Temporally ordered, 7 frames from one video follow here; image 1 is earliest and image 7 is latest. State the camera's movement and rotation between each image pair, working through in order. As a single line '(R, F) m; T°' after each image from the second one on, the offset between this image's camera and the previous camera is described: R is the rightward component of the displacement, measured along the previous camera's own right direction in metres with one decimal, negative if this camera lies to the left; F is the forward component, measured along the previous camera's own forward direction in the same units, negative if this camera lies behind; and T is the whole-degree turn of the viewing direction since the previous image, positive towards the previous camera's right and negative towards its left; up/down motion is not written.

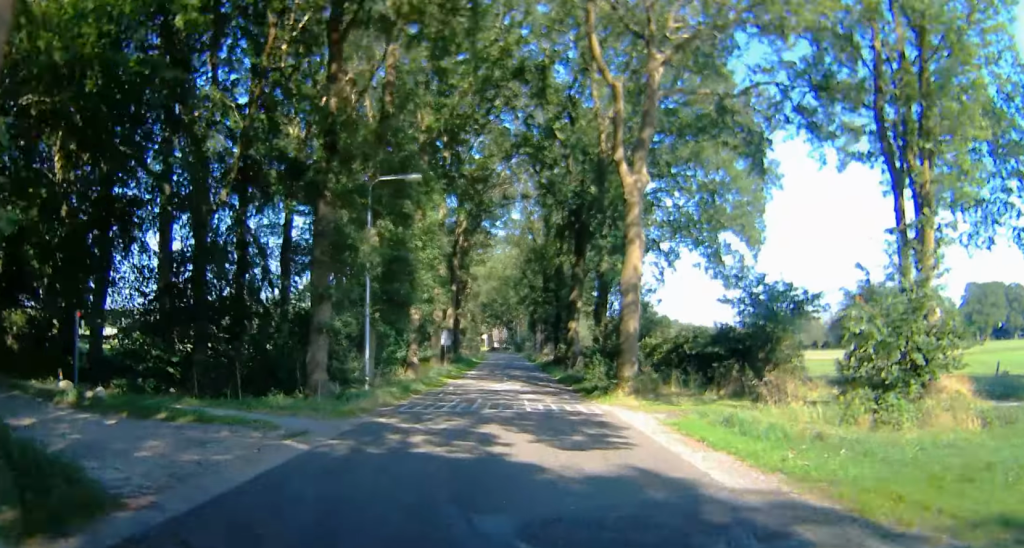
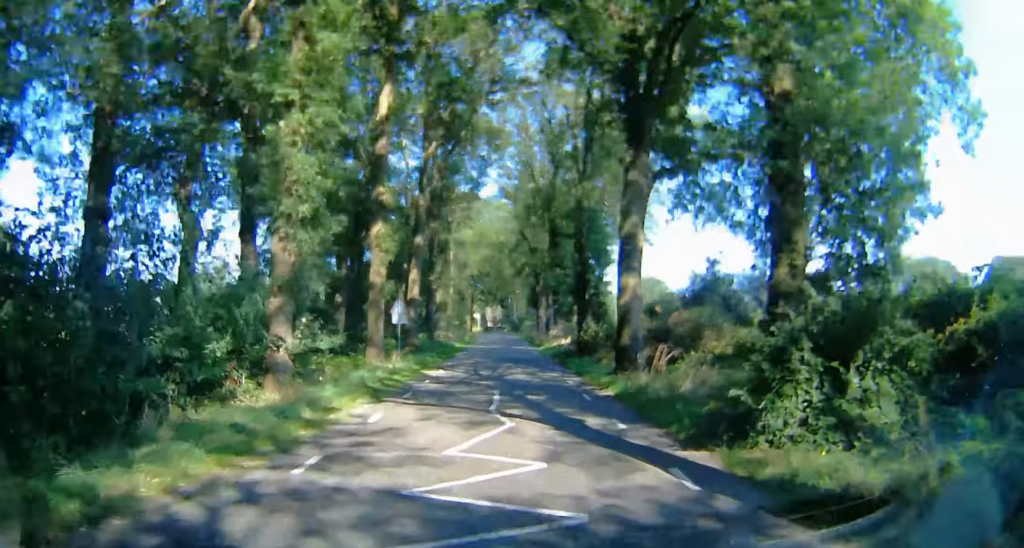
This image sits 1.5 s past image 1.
(+1.6, +18.4) m; +14°
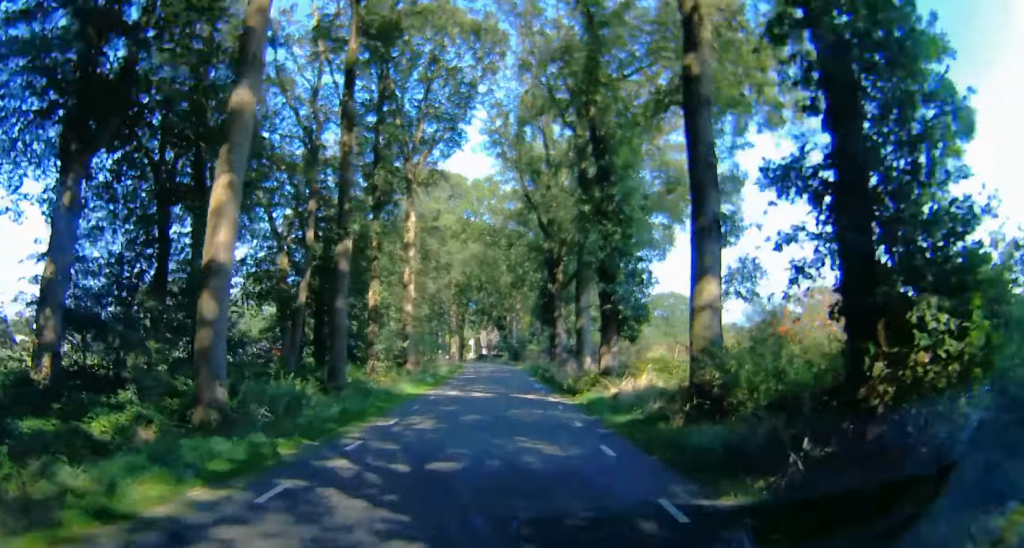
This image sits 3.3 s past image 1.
(+2.4, +24.5) m; -7°
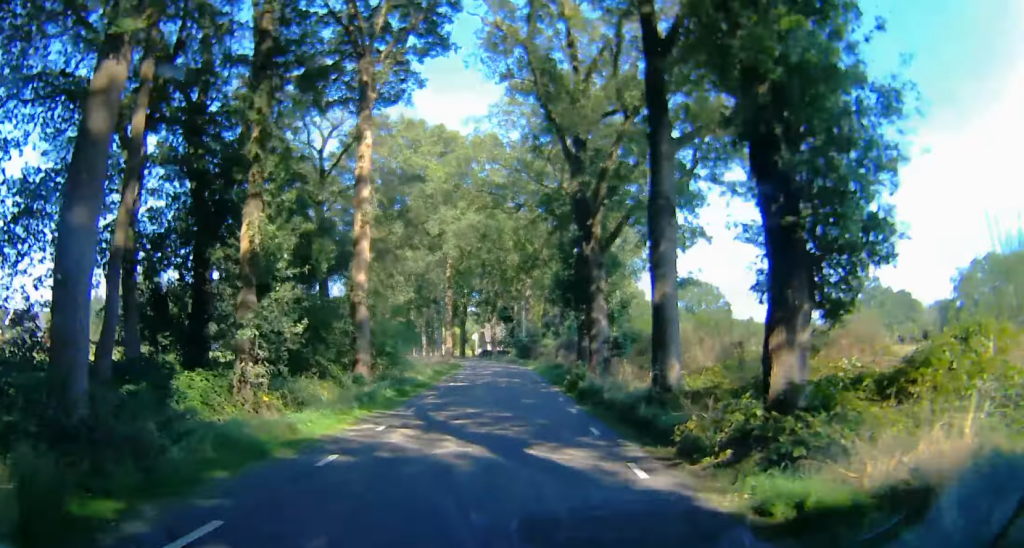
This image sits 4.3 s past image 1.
(-2.8, +13.4) m; -6°
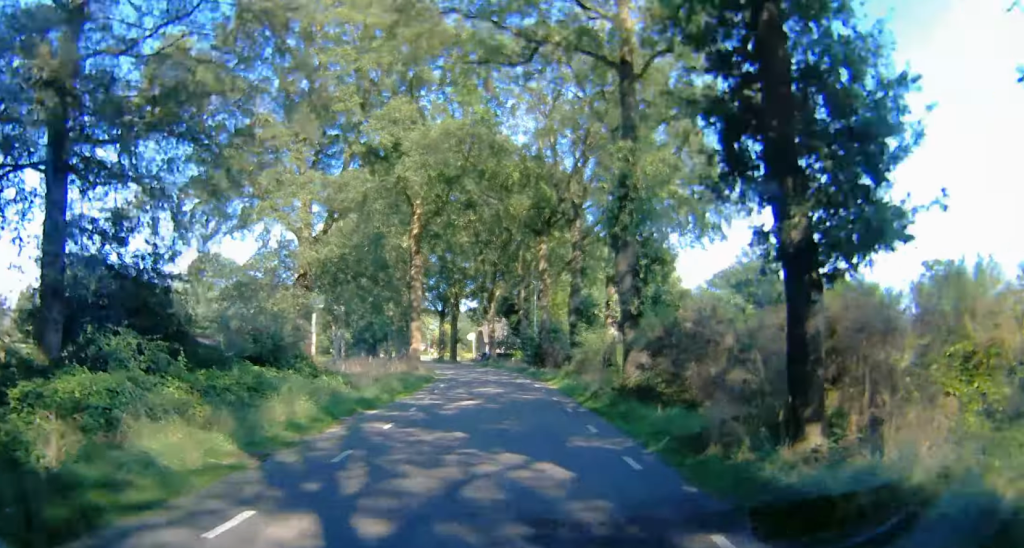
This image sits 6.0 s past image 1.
(+2.7, +24.2) m; +7°
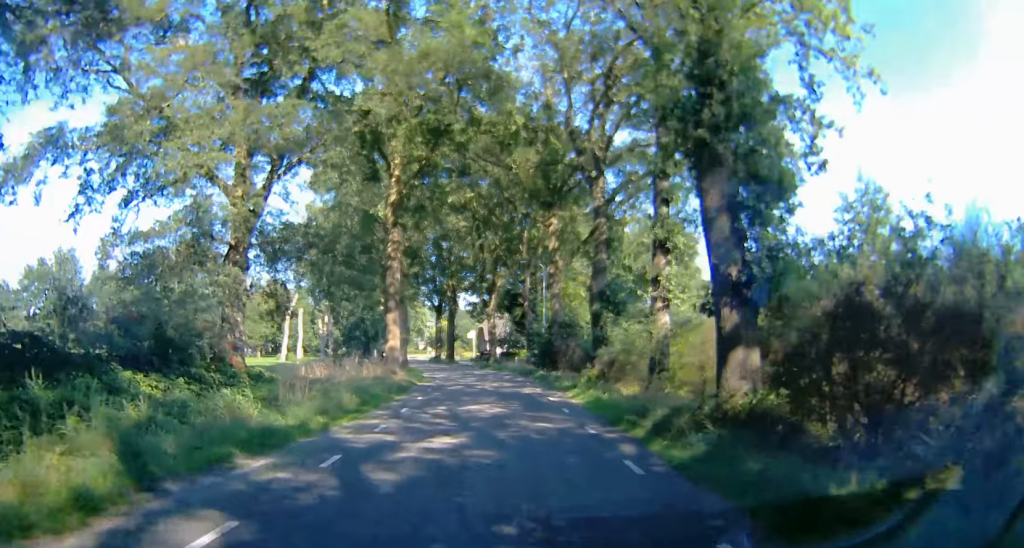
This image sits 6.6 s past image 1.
(0.0, +8.6) m; -2°
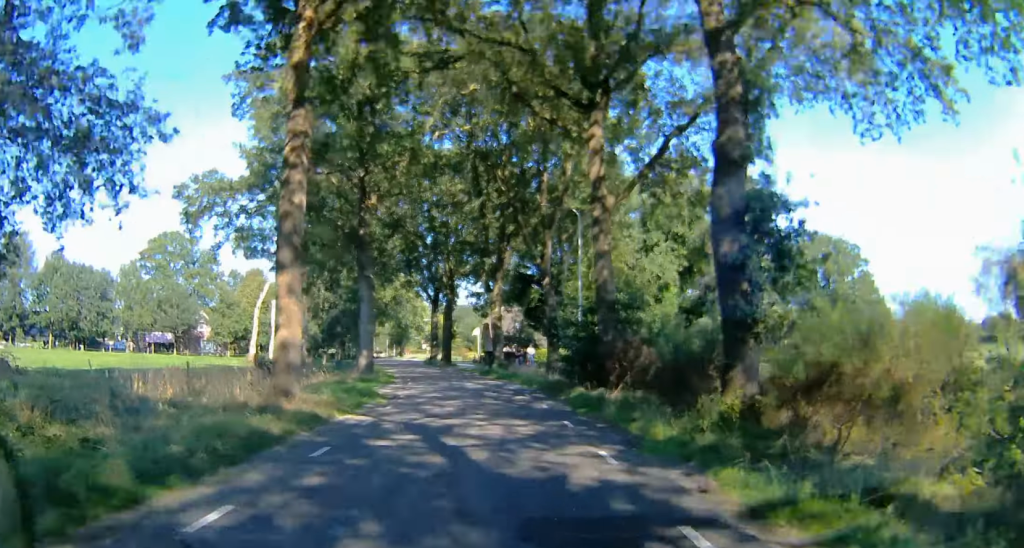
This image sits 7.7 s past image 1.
(-0.9, +15.5) m; -6°
